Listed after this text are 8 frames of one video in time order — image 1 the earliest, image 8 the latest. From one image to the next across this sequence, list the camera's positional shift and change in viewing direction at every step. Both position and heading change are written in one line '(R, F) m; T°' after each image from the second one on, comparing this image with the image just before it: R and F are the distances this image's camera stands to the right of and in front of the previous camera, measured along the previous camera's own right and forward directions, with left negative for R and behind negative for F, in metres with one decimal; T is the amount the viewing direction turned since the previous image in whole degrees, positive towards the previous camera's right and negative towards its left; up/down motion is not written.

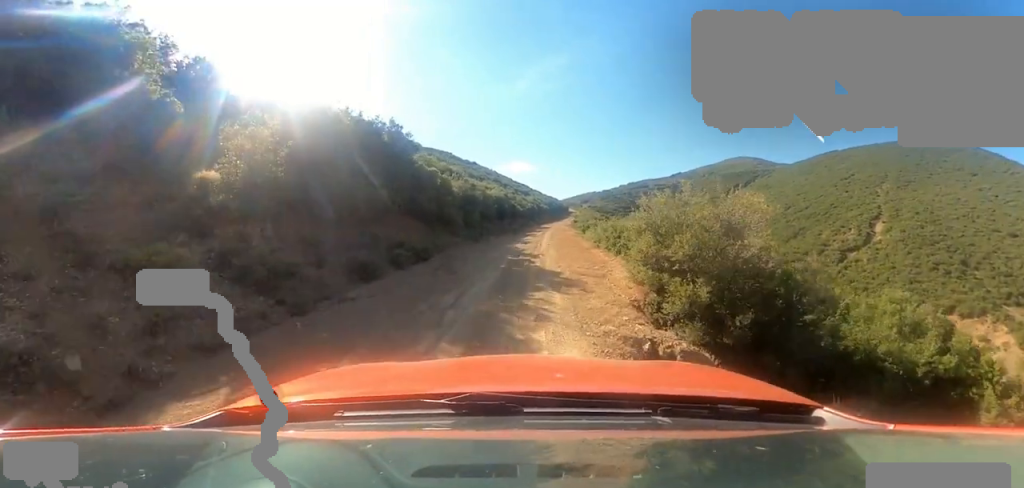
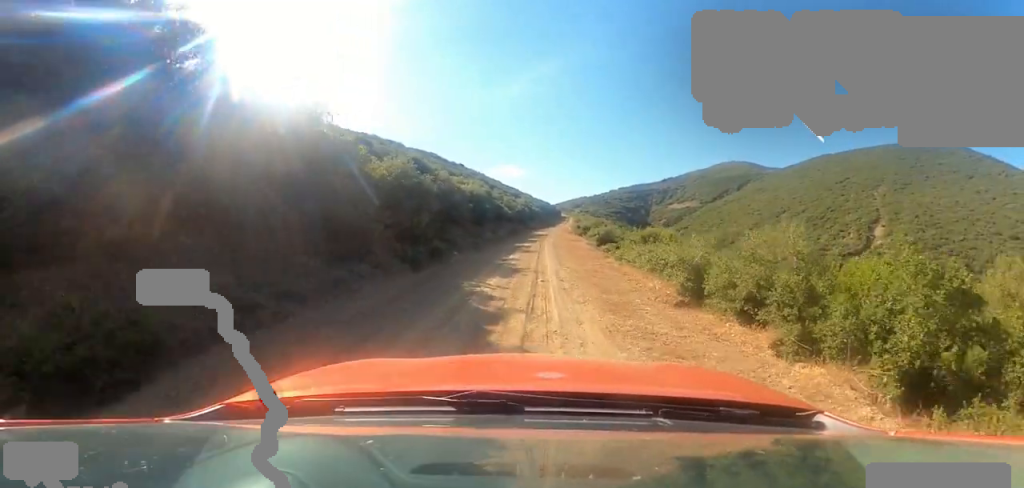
(-0.2, +10.9) m; -5°
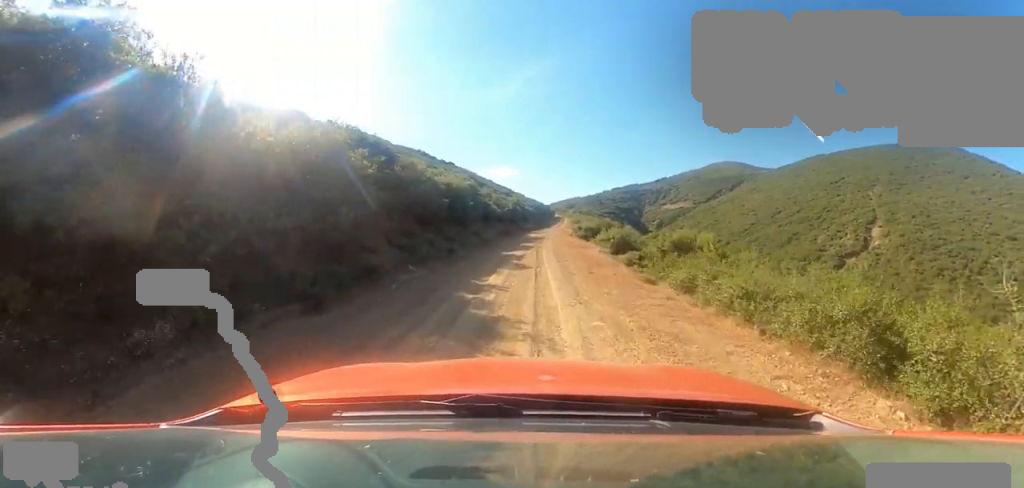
(-0.2, +5.7) m; +2°
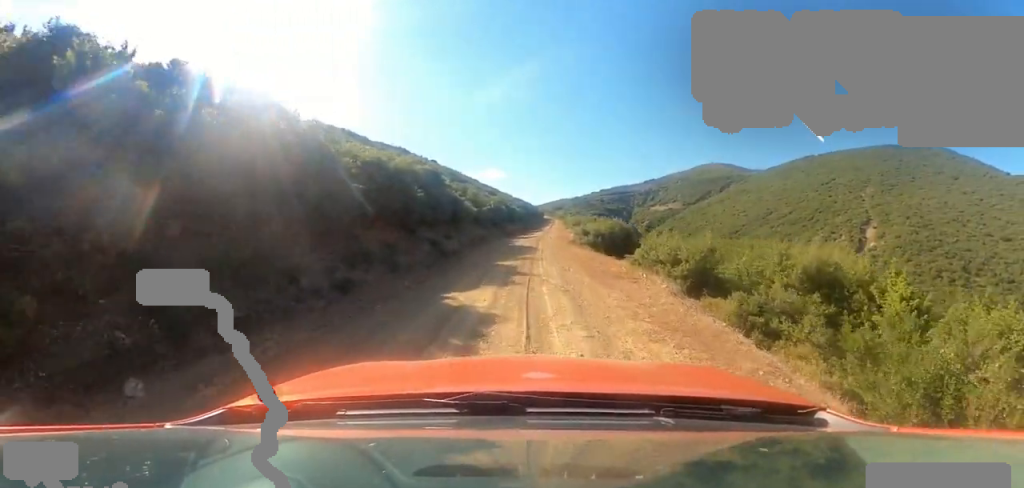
(+0.6, +8.8) m; +7°
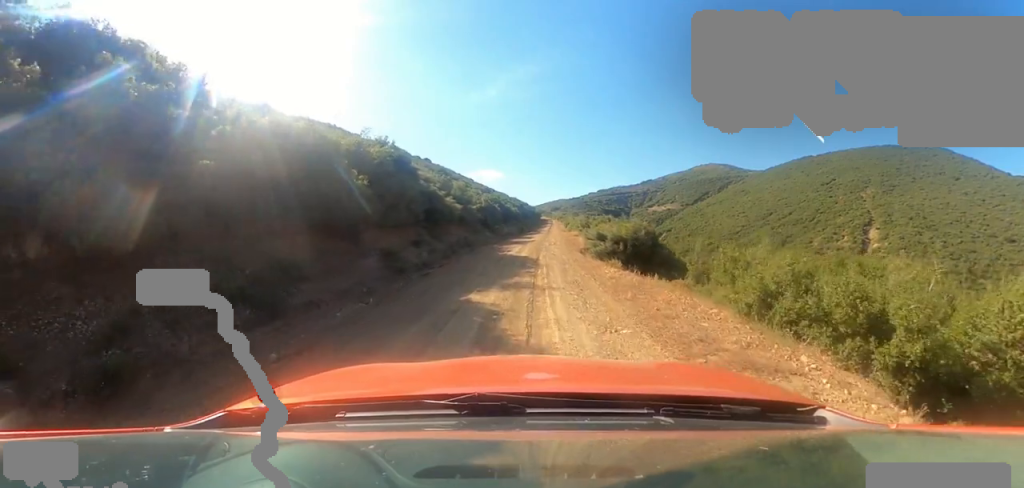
(+0.4, +5.1) m; +2°
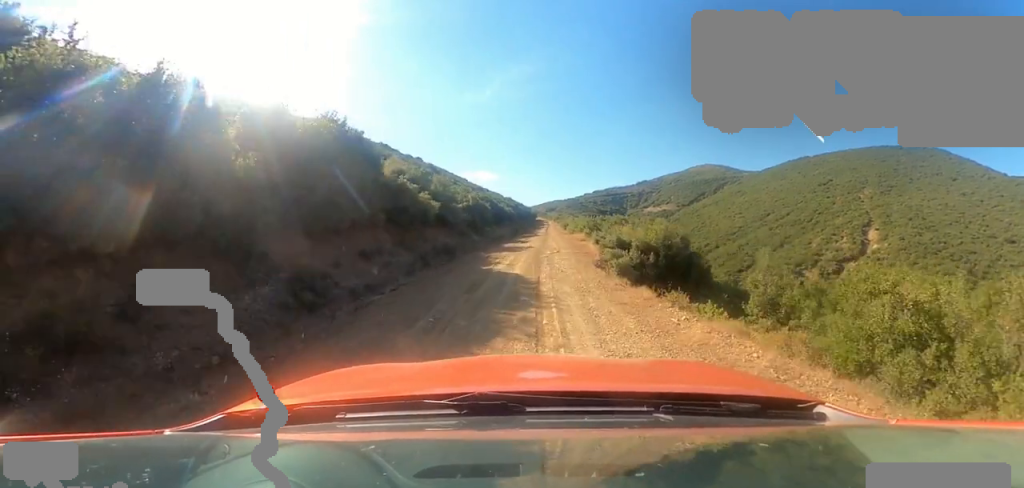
(-0.3, +4.2) m; -3°
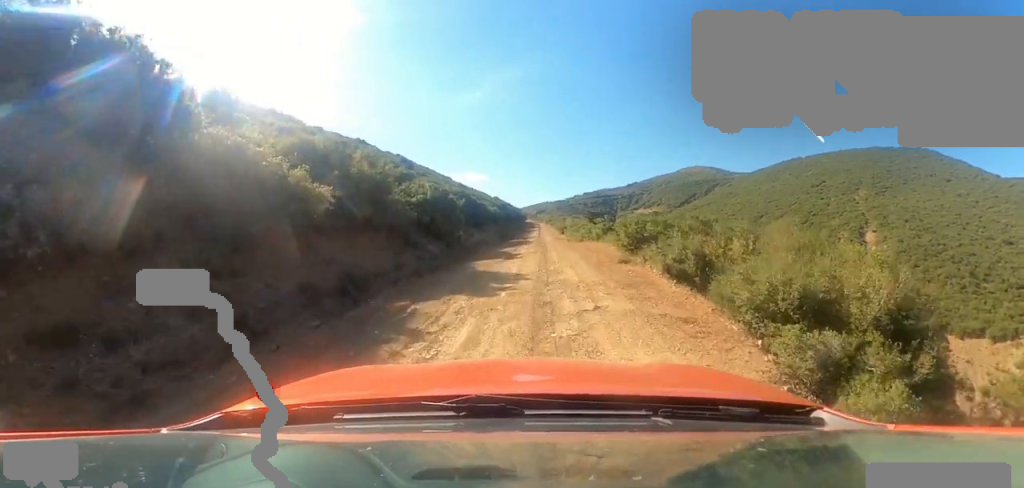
(-0.3, +8.5) m; +3°
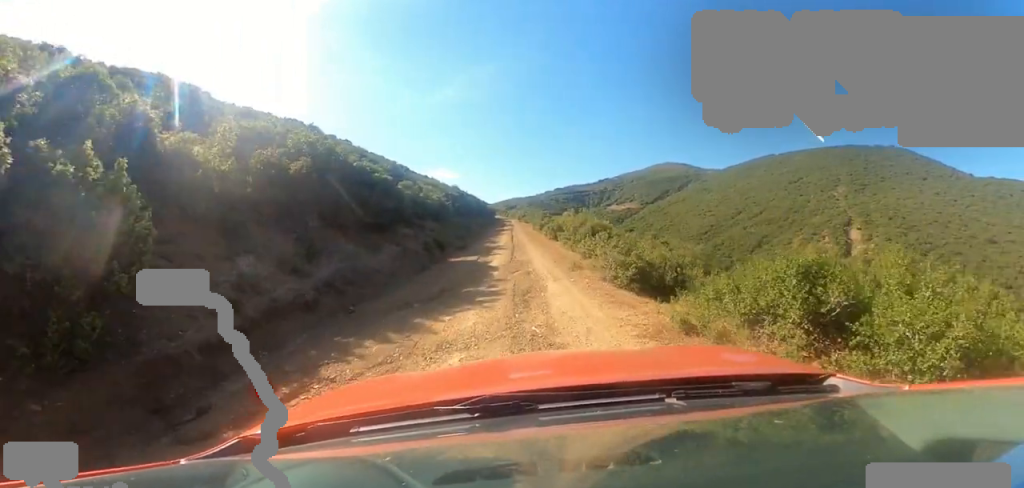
(+1.7, +16.9) m; +2°
